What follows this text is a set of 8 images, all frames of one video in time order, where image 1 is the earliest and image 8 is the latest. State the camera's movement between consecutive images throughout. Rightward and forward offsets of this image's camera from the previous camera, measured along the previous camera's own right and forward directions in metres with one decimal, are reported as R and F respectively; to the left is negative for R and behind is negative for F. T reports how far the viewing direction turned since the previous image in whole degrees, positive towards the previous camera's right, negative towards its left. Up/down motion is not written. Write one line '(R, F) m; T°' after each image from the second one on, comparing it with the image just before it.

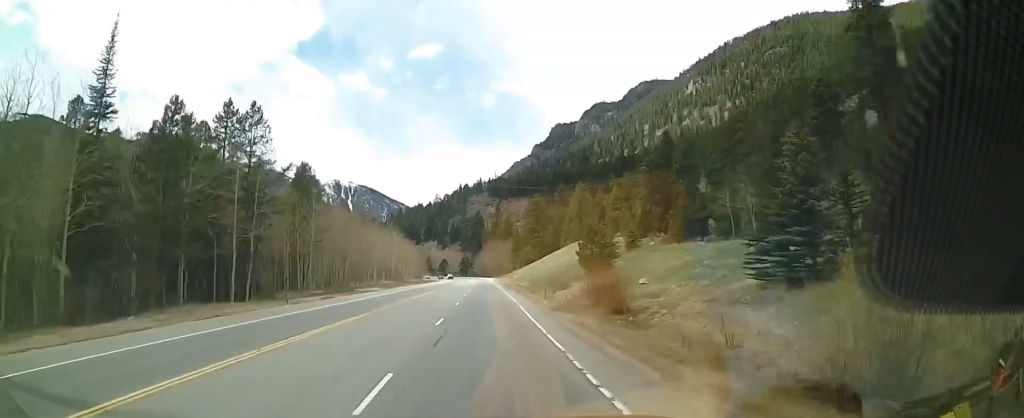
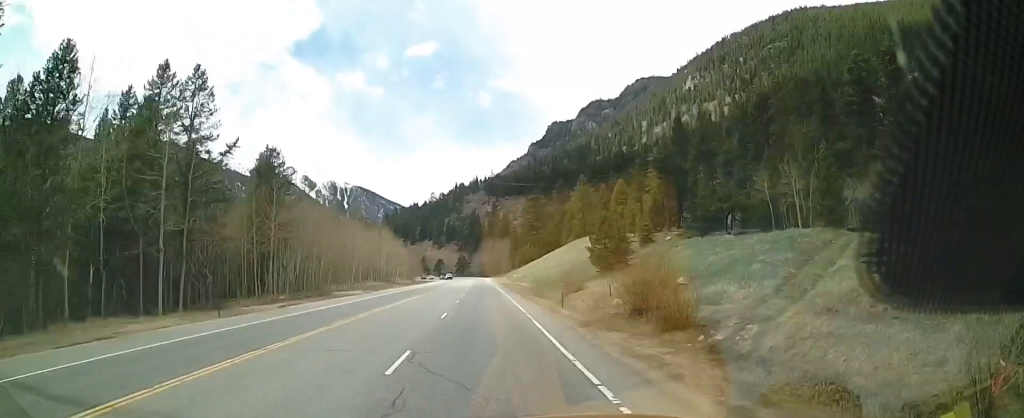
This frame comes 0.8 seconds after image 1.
(+0.4, +9.0) m; 0°
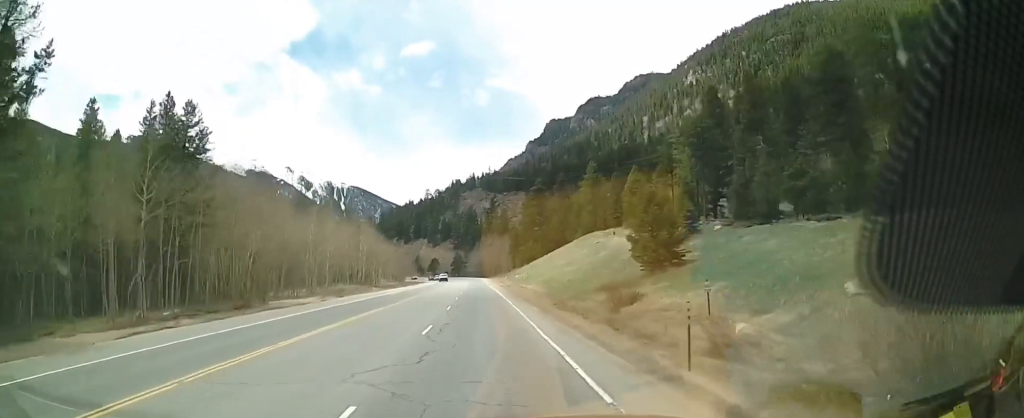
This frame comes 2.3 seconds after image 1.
(-0.3, +17.4) m; +1°
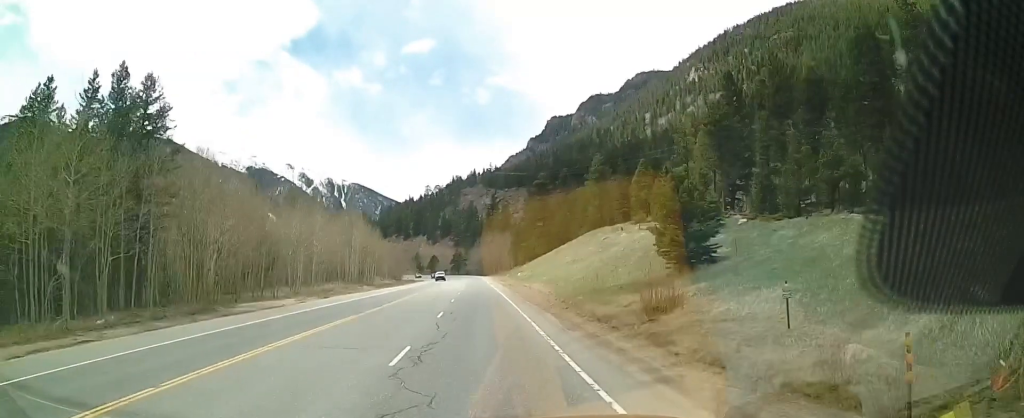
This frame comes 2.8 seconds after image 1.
(+0.2, +5.9) m; +2°
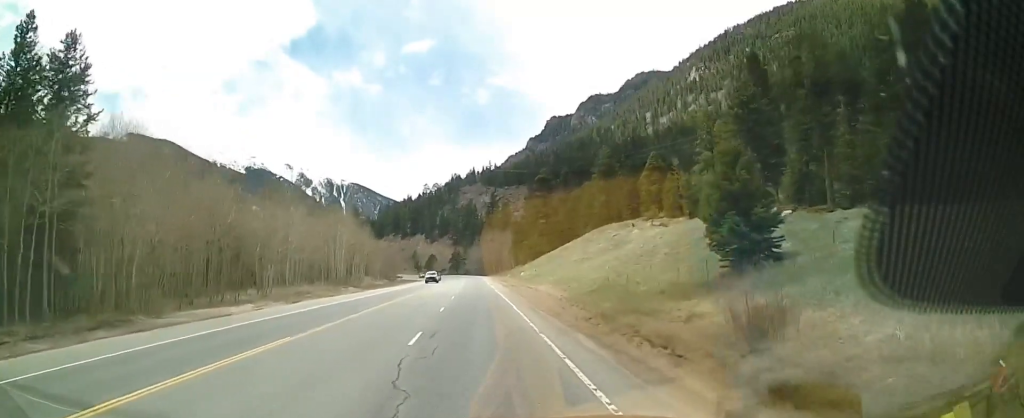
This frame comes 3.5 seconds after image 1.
(+0.1, +8.6) m; -1°
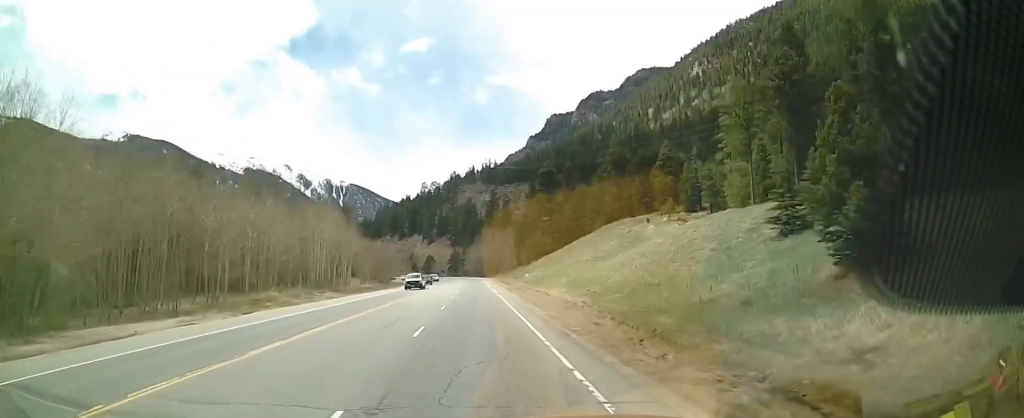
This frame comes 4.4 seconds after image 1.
(-0.2, +9.7) m; -1°
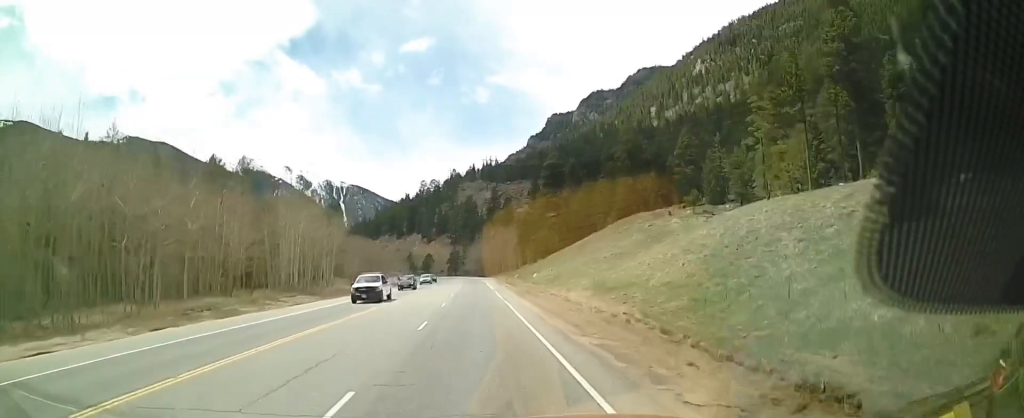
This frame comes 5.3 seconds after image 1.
(-0.2, +10.6) m; 0°
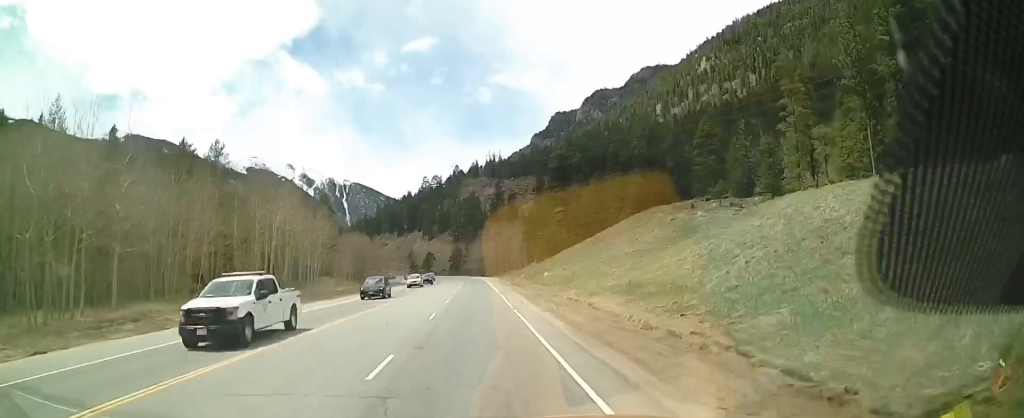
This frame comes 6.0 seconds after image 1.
(+0.2, +8.4) m; +2°
